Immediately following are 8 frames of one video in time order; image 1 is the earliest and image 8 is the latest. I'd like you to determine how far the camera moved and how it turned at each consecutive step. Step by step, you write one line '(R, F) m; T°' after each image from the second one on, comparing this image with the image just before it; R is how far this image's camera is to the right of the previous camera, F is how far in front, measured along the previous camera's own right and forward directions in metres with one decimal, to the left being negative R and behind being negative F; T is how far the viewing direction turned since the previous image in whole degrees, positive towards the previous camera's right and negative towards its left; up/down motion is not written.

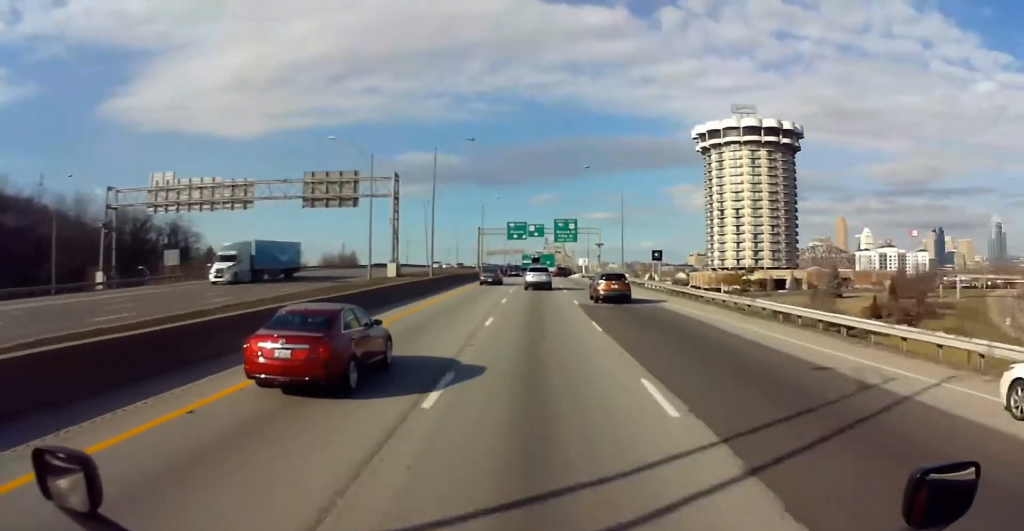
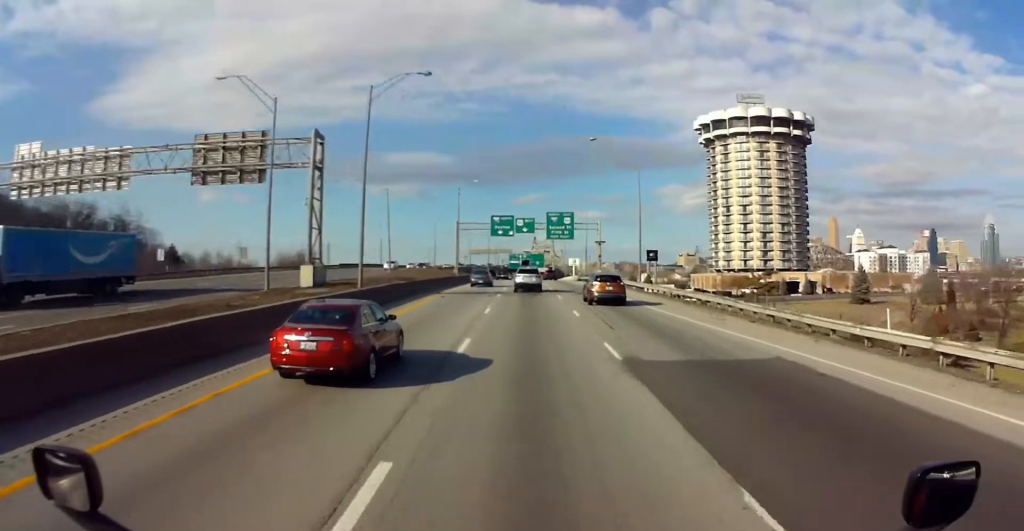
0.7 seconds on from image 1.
(0.0, +18.9) m; 0°
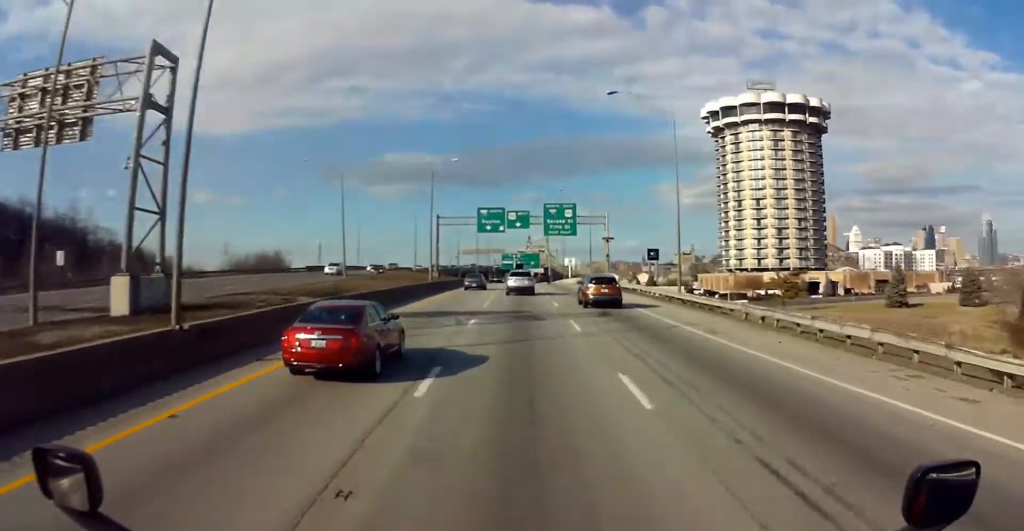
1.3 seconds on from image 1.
(+0.1, +16.9) m; 0°
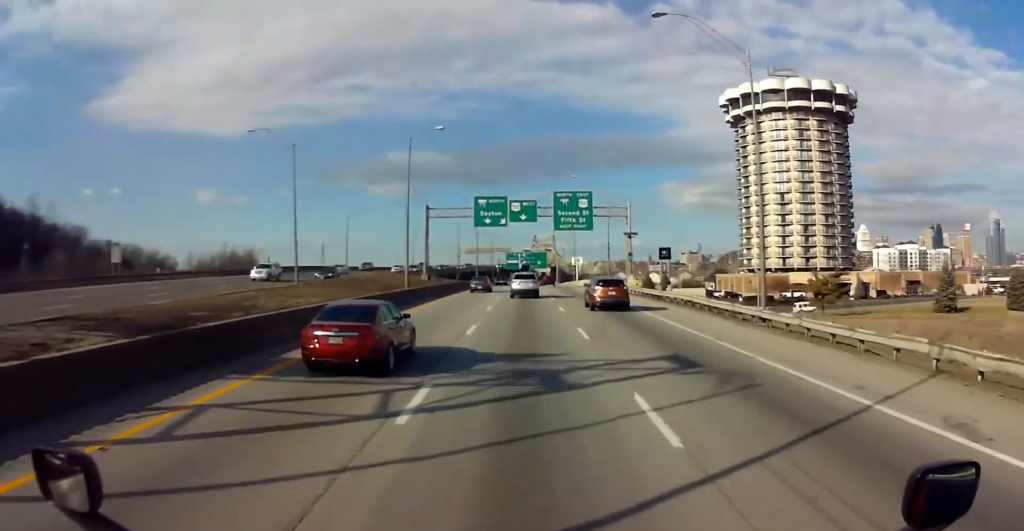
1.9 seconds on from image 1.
(0.0, +14.1) m; 0°
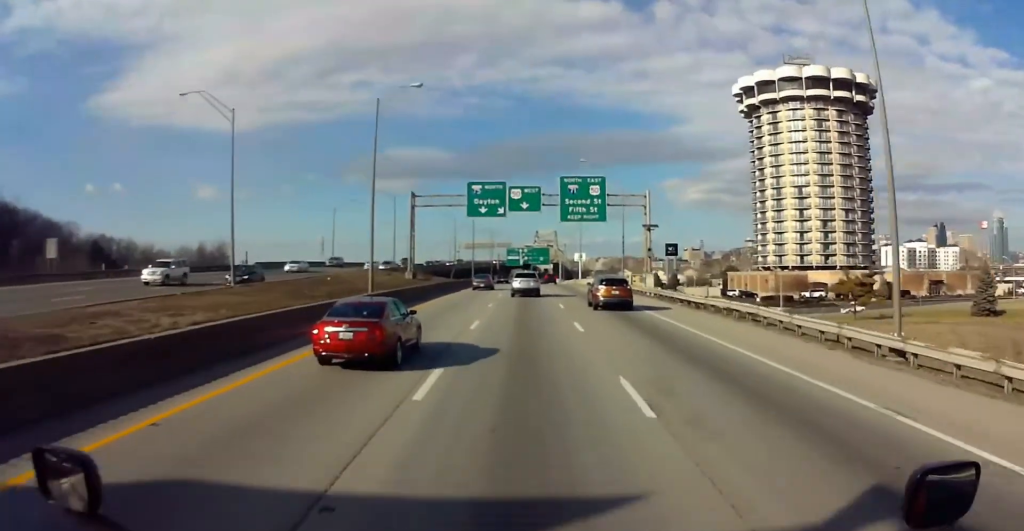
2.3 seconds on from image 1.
(0.0, +10.6) m; 0°
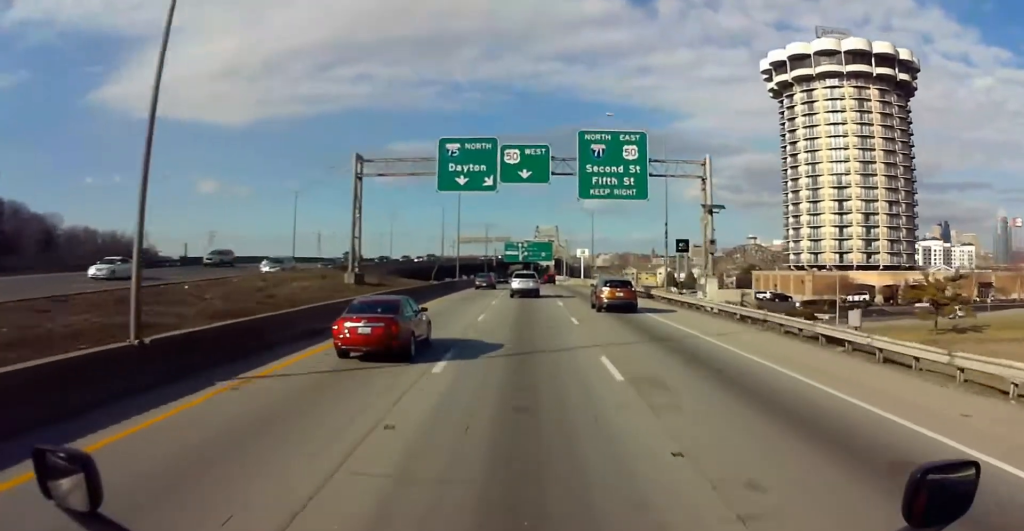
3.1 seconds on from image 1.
(0.0, +21.1) m; 0°
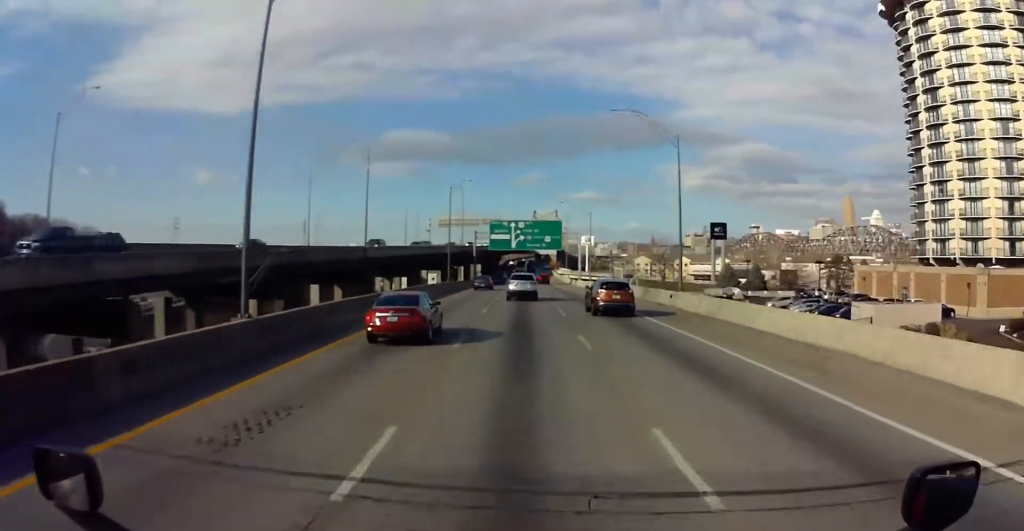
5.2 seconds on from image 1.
(+0.9, +56.9) m; +1°
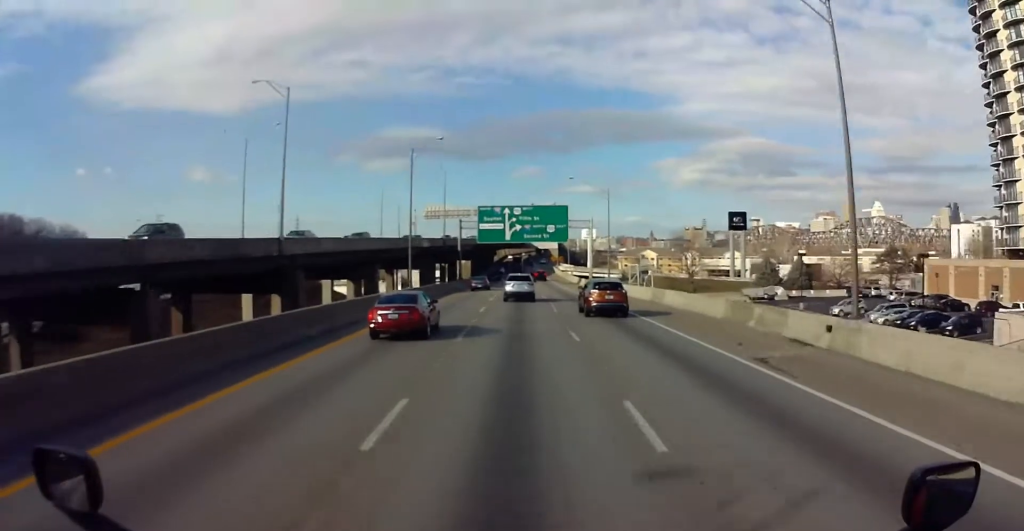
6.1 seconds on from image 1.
(0.0, +22.7) m; +1°
